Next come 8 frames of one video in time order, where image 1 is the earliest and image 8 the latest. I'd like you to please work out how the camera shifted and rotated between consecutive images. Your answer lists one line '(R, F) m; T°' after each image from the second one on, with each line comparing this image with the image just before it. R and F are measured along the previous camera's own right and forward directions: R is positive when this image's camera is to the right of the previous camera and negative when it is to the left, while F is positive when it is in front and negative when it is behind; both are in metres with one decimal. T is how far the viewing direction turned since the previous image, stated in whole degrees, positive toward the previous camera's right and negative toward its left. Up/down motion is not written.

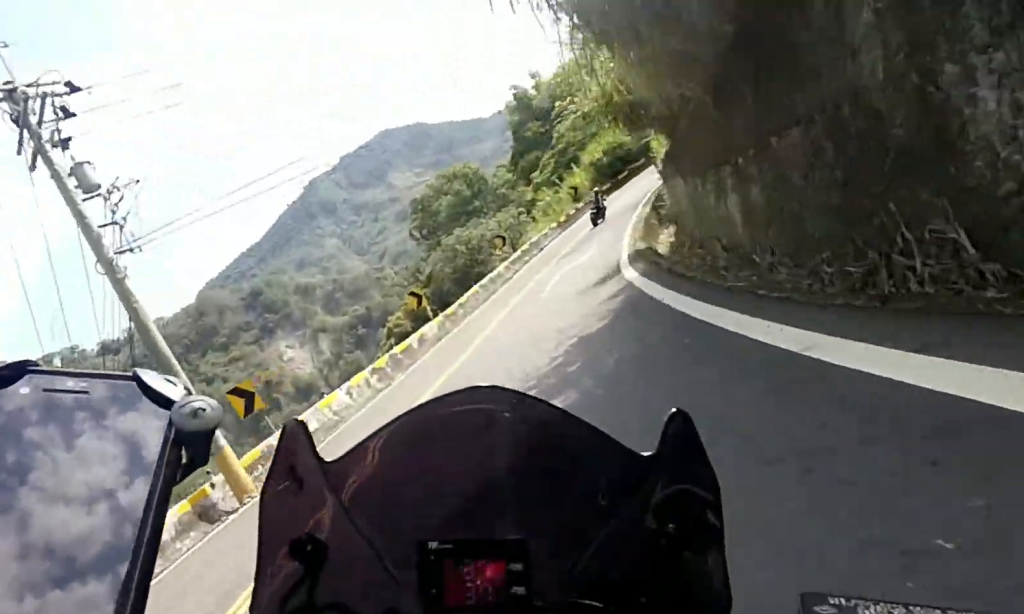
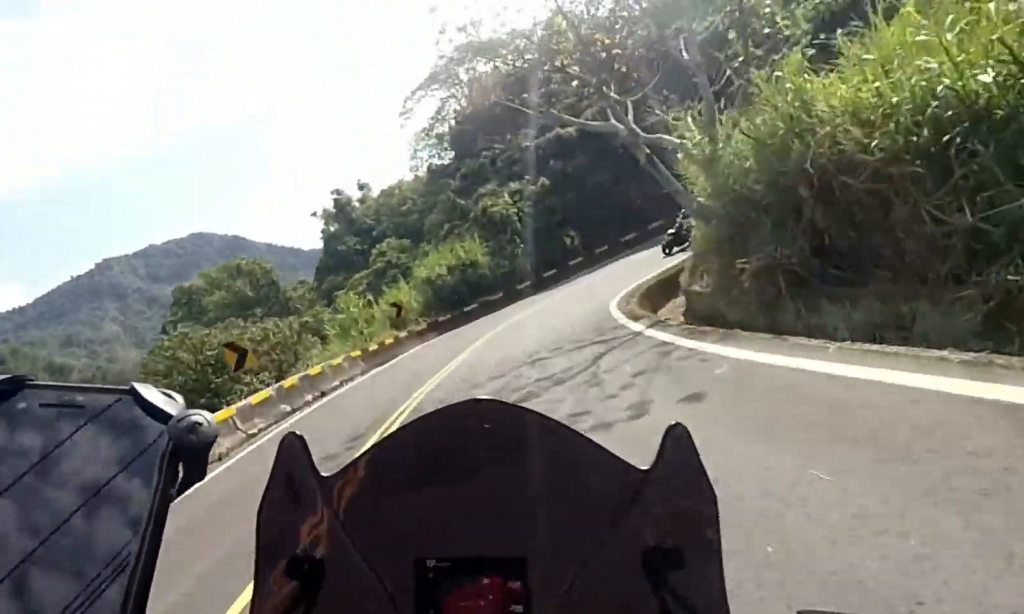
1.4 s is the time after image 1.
(+8.0, +20.5) m; +30°
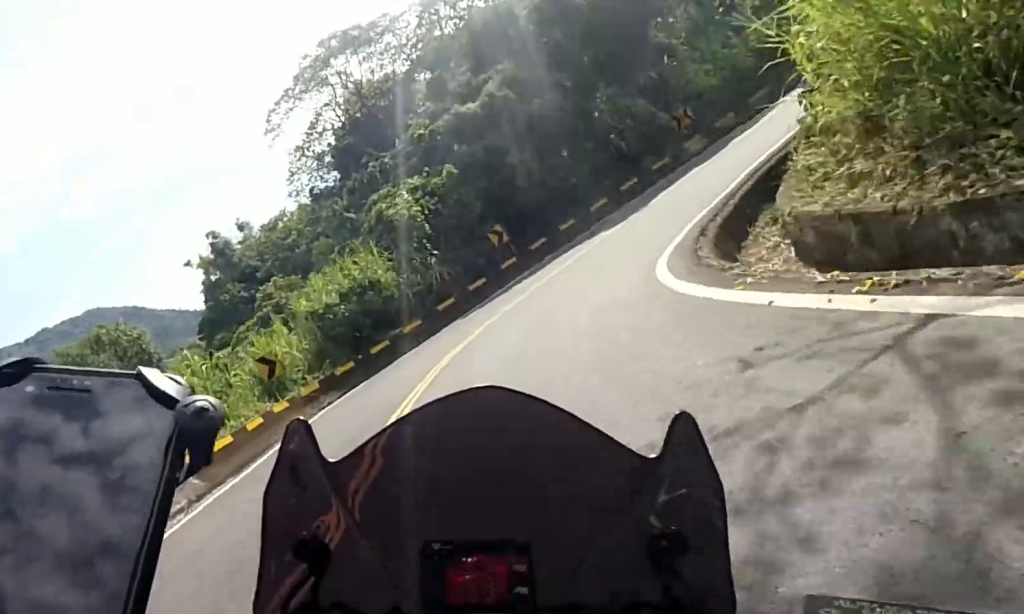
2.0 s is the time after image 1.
(+0.7, +9.7) m; +7°
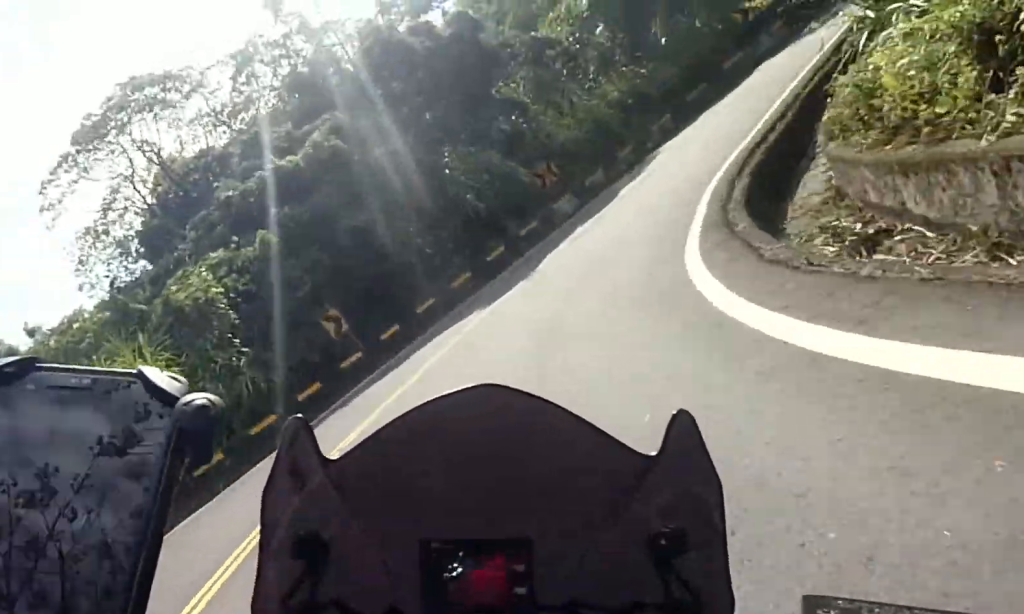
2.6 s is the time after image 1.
(+0.2, +8.1) m; +5°
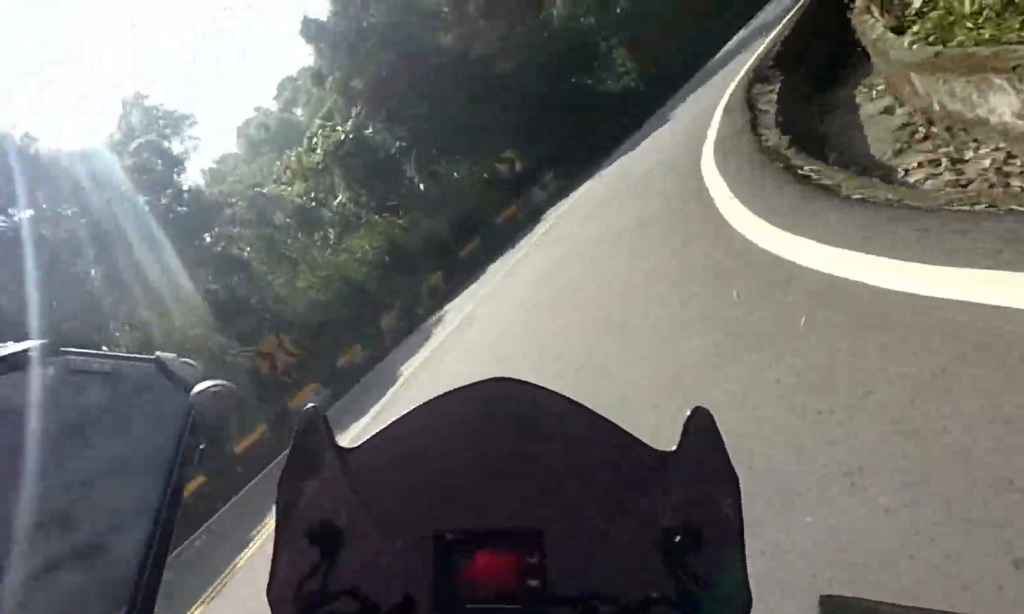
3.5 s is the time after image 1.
(+0.9, +10.2) m; +20°
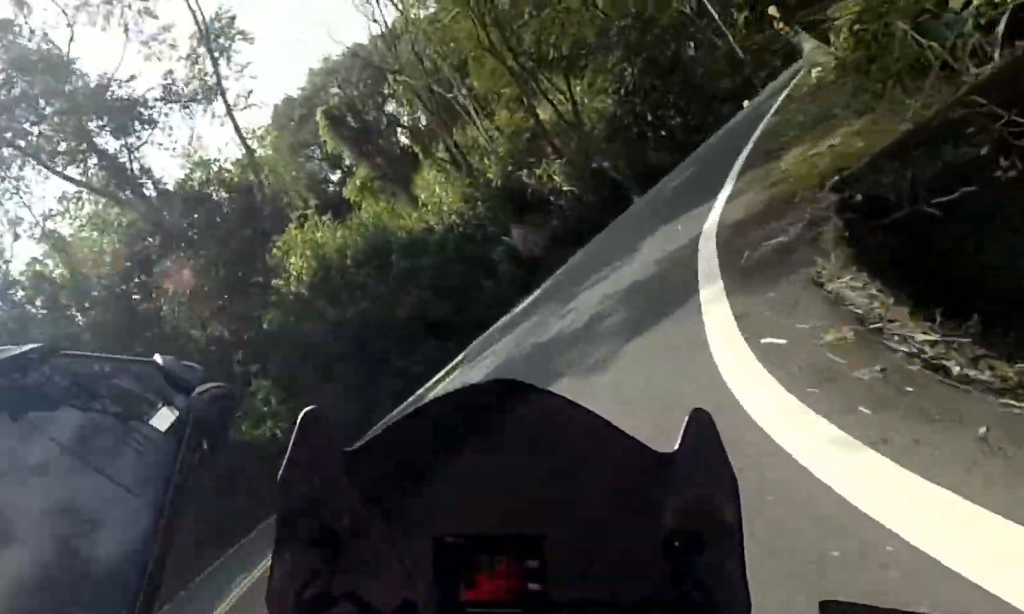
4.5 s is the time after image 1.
(+3.4, +9.7) m; +48°
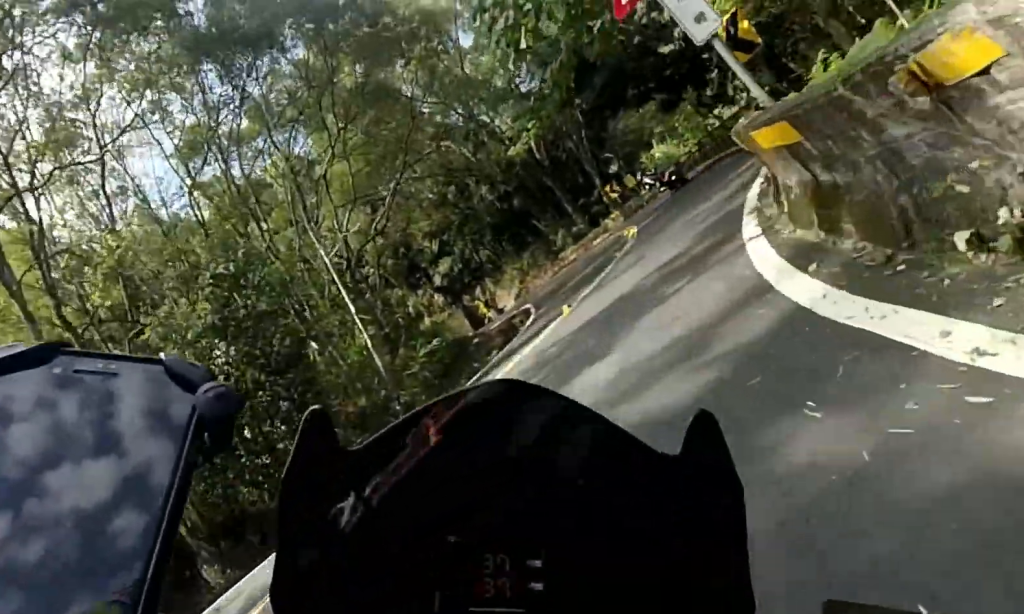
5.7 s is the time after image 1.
(+5.0, +8.3) m; +39°
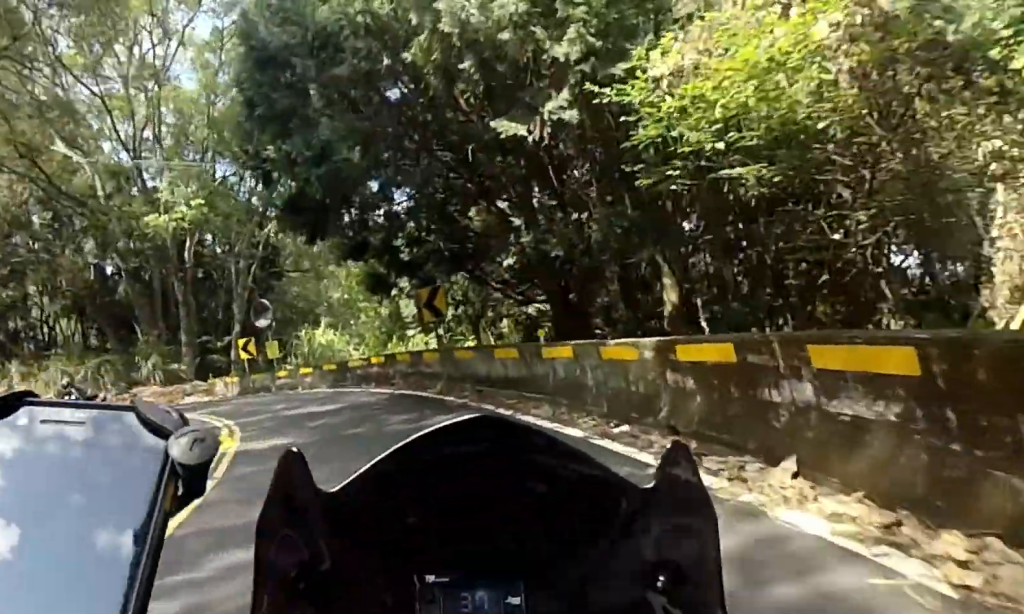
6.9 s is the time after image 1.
(+0.1, +7.2) m; -24°
